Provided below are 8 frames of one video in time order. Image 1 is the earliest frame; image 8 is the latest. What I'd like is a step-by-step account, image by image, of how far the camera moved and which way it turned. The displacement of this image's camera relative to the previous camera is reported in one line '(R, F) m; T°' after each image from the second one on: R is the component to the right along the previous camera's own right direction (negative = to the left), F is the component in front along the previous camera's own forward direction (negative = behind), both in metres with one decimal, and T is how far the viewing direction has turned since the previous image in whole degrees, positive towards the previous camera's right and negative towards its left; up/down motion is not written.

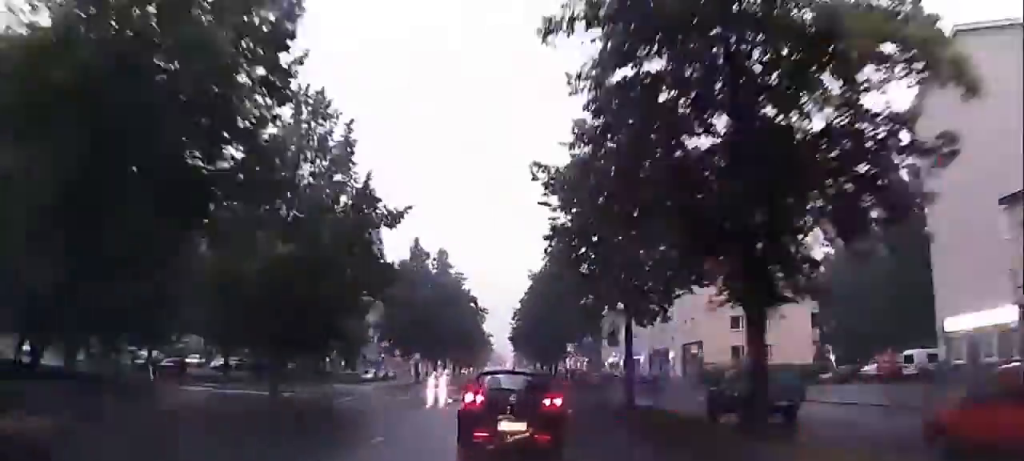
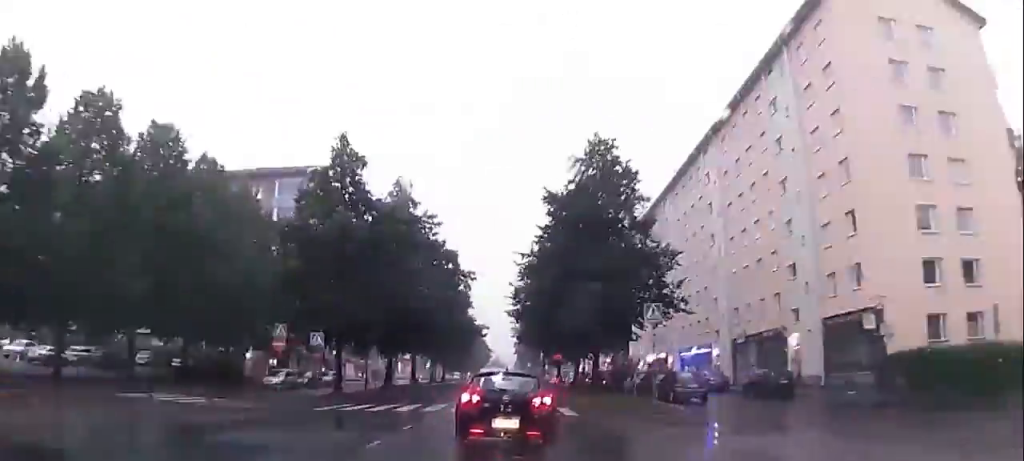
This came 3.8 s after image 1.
(-0.4, +37.2) m; 0°
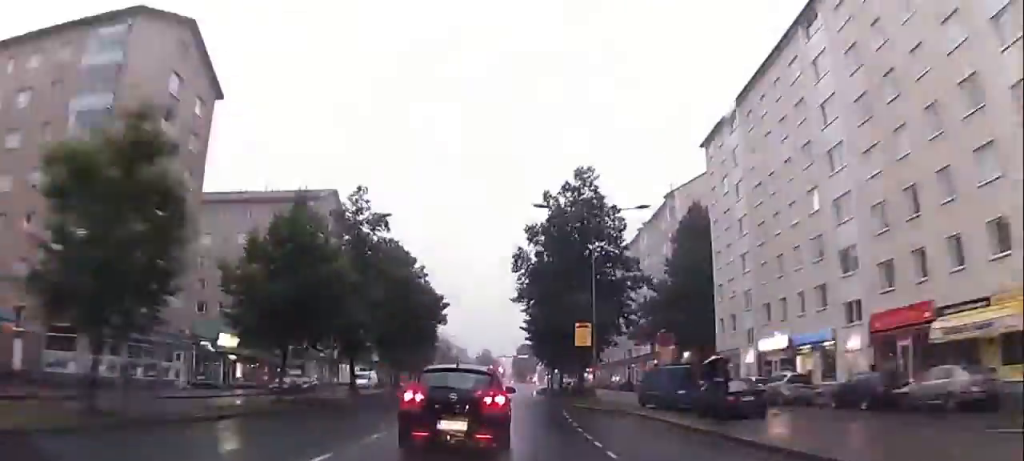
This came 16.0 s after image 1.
(+0.1, +128.9) m; +1°
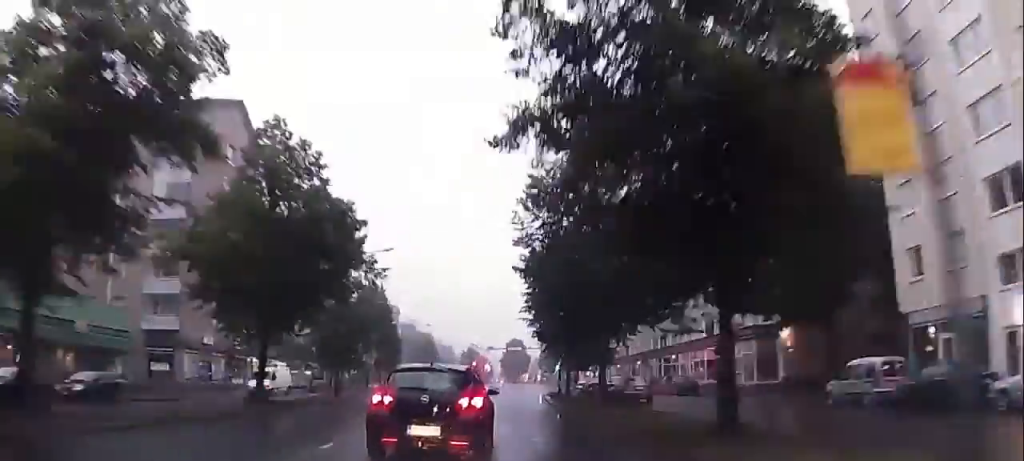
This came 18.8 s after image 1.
(+0.1, +30.9) m; 0°
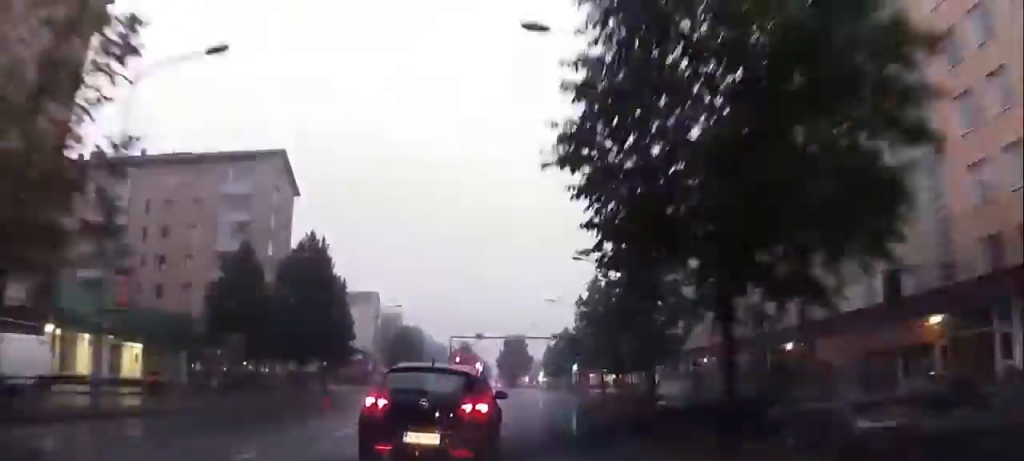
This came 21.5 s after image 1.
(+1.0, +31.9) m; -1°
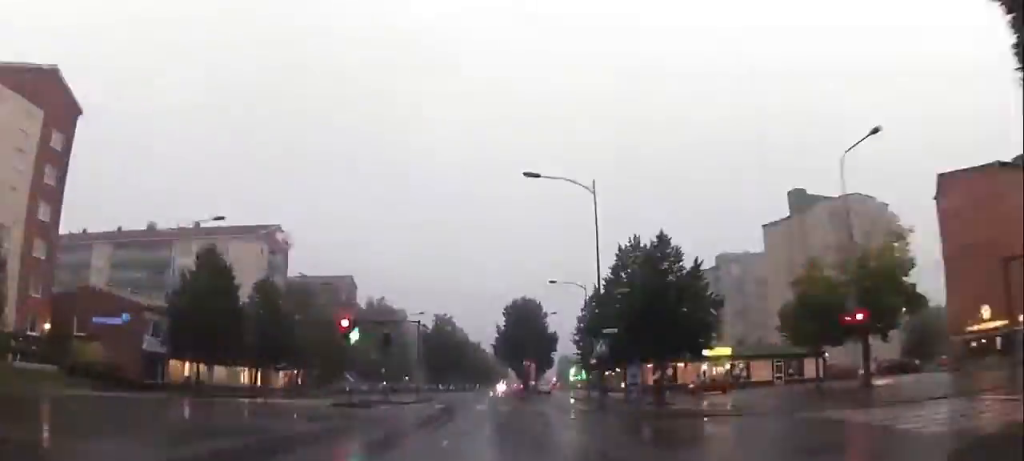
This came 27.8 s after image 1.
(-1.8, +74.3) m; -2°
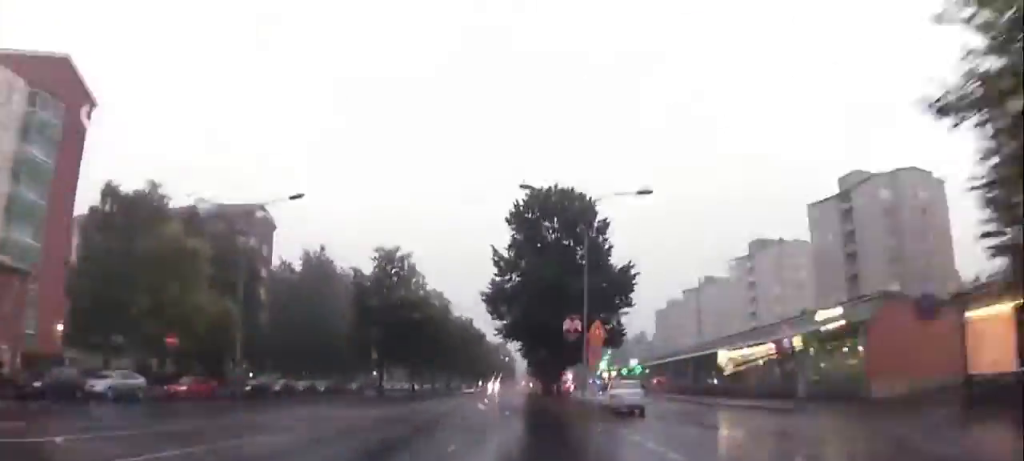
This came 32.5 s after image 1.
(-0.9, +58.3) m; 0°
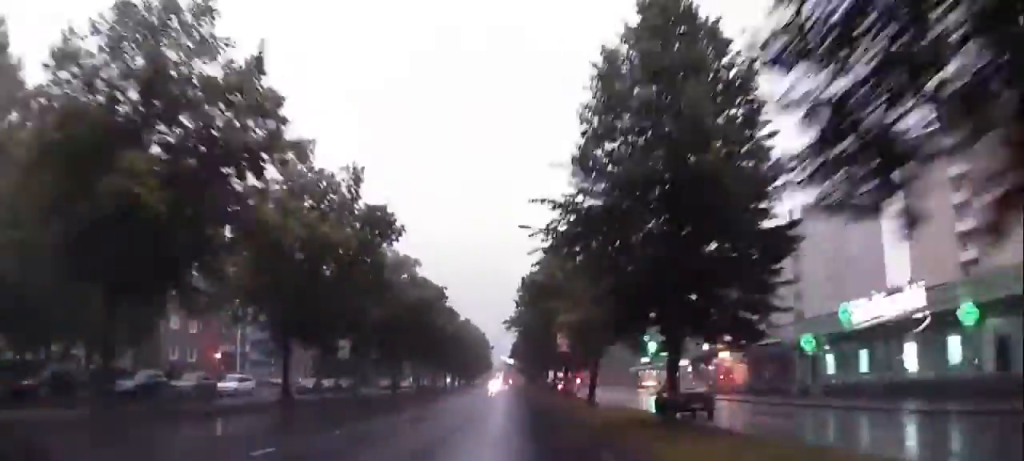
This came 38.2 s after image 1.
(+0.4, +71.2) m; +1°
